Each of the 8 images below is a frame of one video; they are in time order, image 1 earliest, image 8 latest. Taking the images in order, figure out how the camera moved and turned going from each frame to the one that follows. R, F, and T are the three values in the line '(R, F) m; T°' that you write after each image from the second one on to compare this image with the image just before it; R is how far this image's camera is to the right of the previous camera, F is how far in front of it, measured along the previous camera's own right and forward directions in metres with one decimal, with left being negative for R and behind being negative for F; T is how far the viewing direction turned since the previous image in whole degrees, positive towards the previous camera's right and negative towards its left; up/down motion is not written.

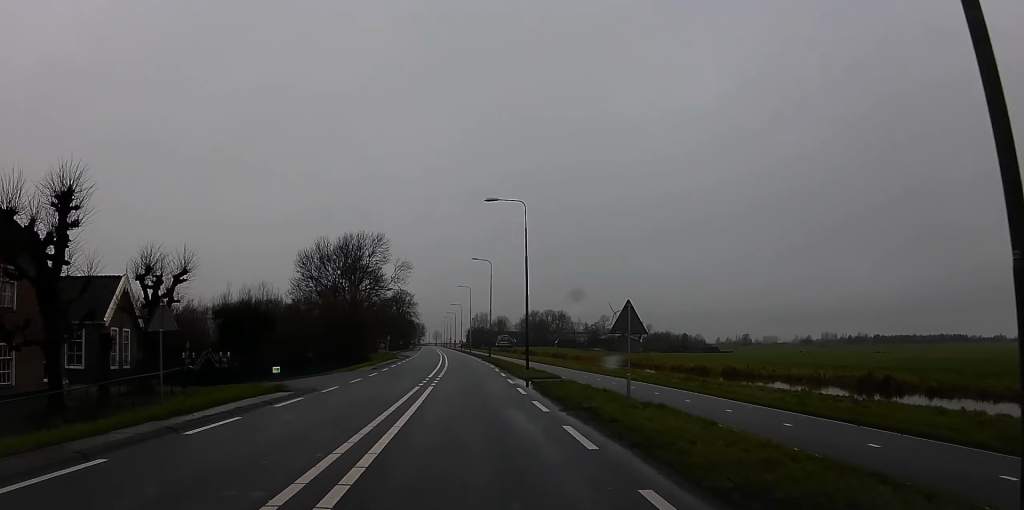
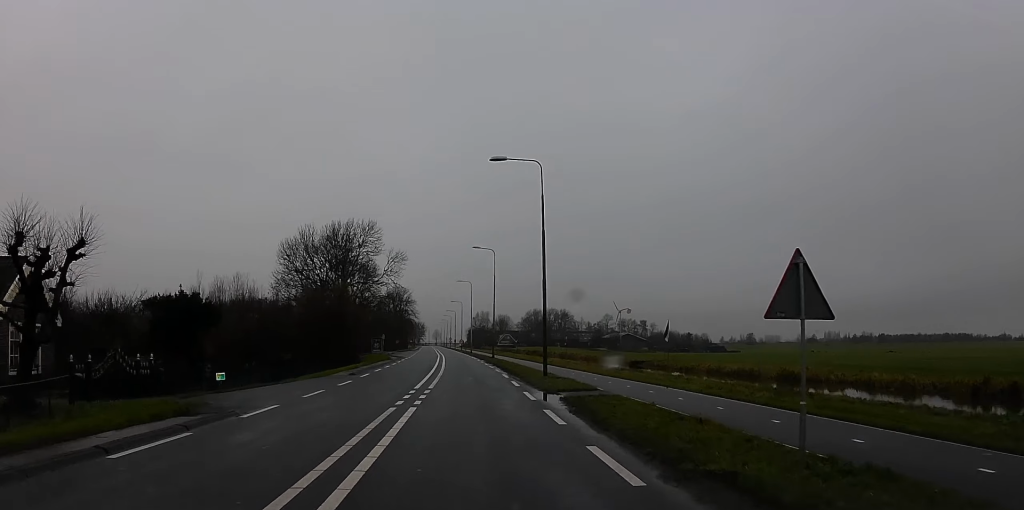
(0.0, +8.8) m; 0°
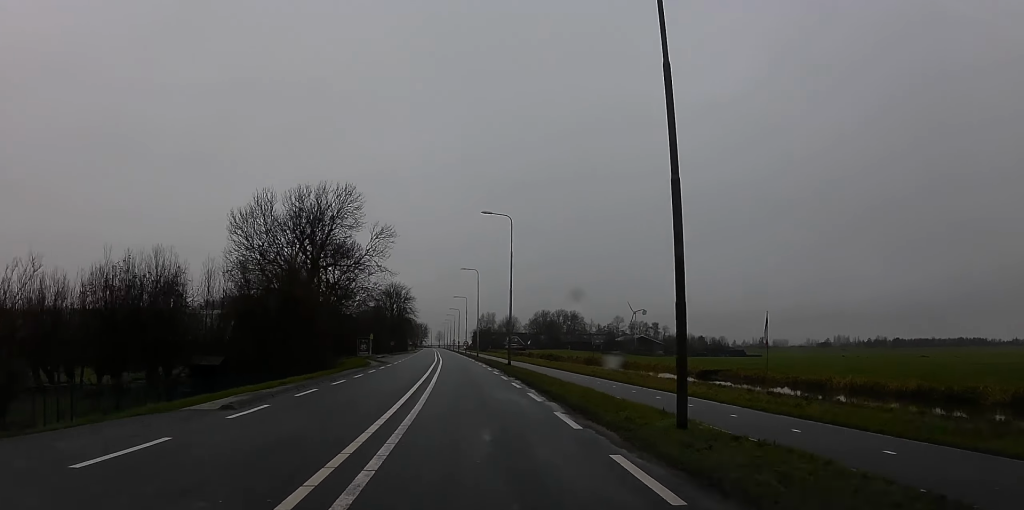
(0.0, +18.6) m; 0°
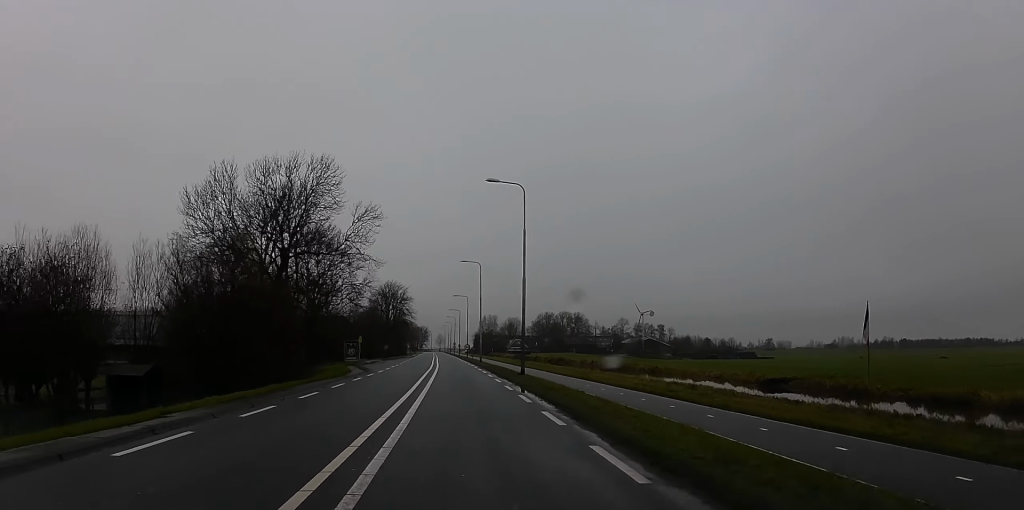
(0.0, +10.9) m; 0°
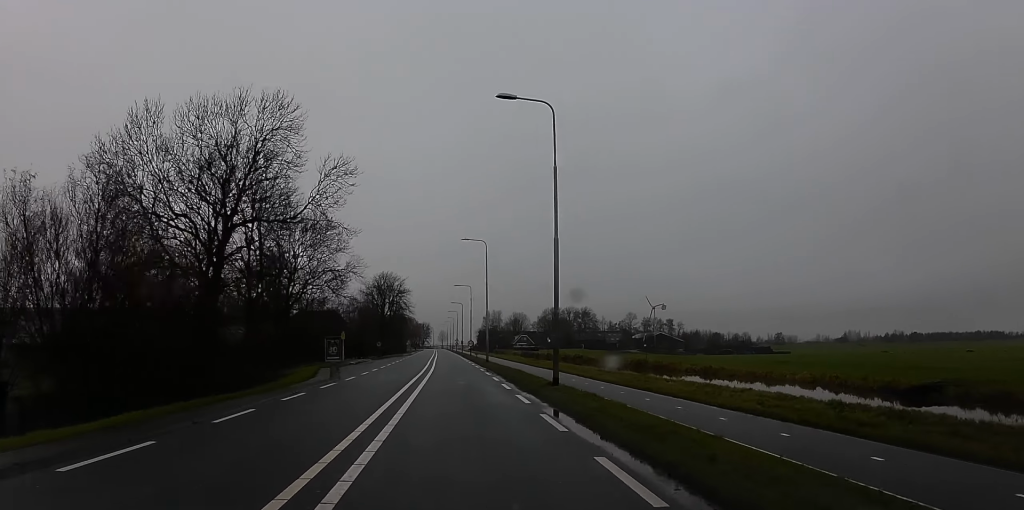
(0.0, +12.6) m; -2°
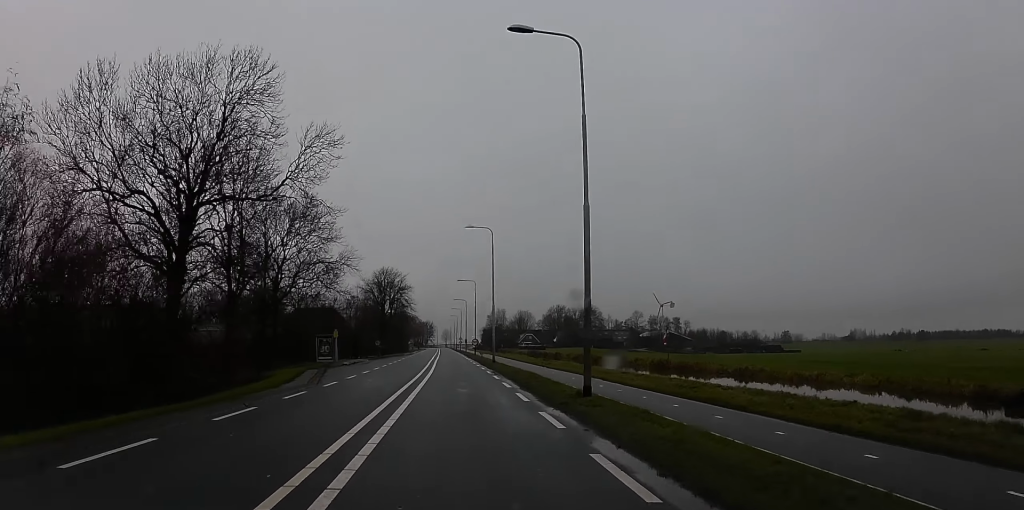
(+0.2, +5.7) m; -1°
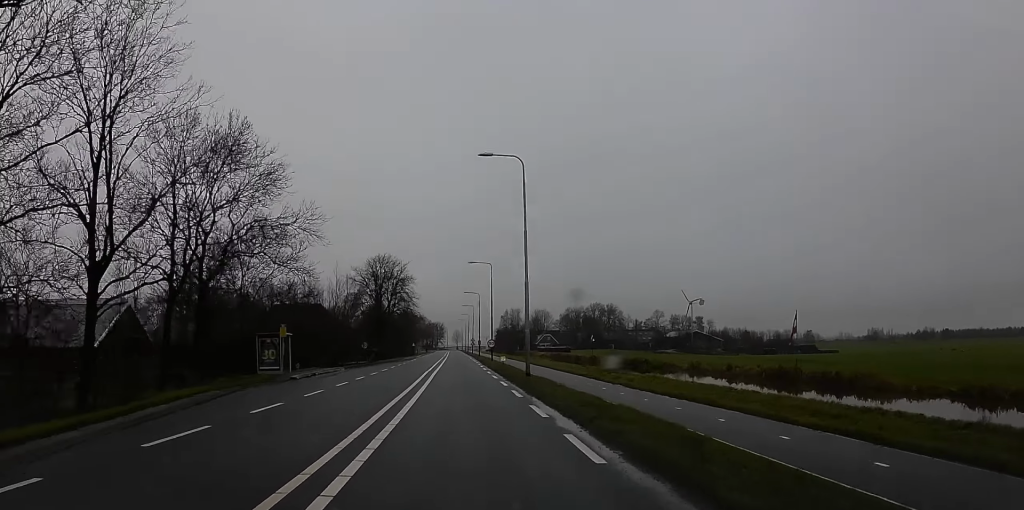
(-0.6, +21.4) m; -1°
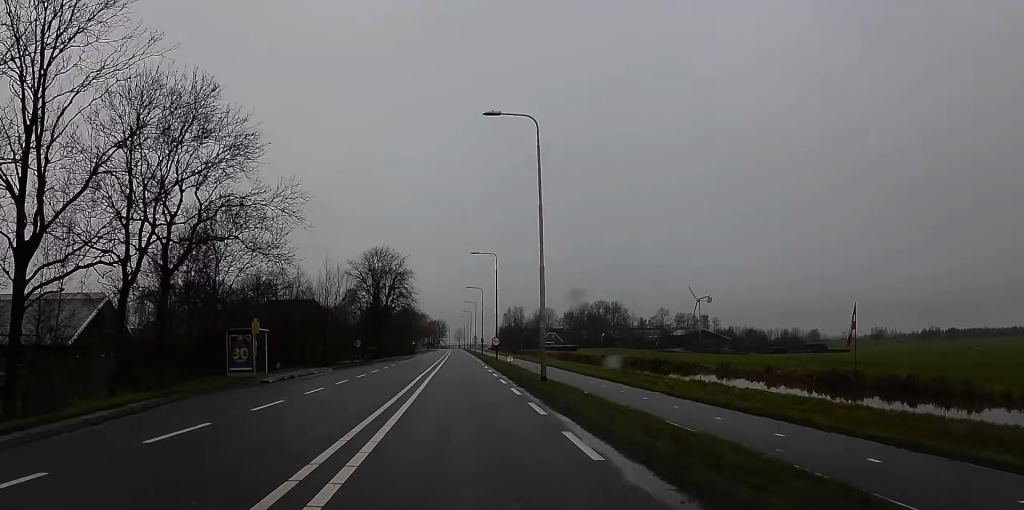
(+0.2, +5.8) m; 0°
